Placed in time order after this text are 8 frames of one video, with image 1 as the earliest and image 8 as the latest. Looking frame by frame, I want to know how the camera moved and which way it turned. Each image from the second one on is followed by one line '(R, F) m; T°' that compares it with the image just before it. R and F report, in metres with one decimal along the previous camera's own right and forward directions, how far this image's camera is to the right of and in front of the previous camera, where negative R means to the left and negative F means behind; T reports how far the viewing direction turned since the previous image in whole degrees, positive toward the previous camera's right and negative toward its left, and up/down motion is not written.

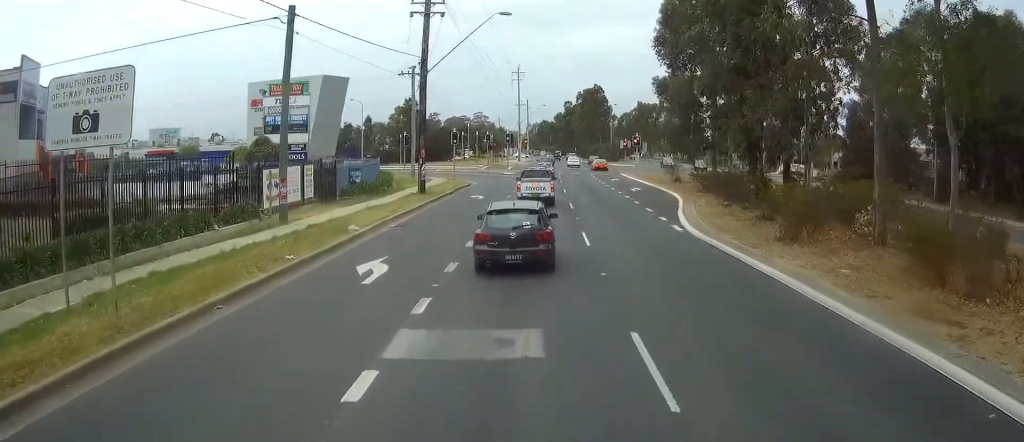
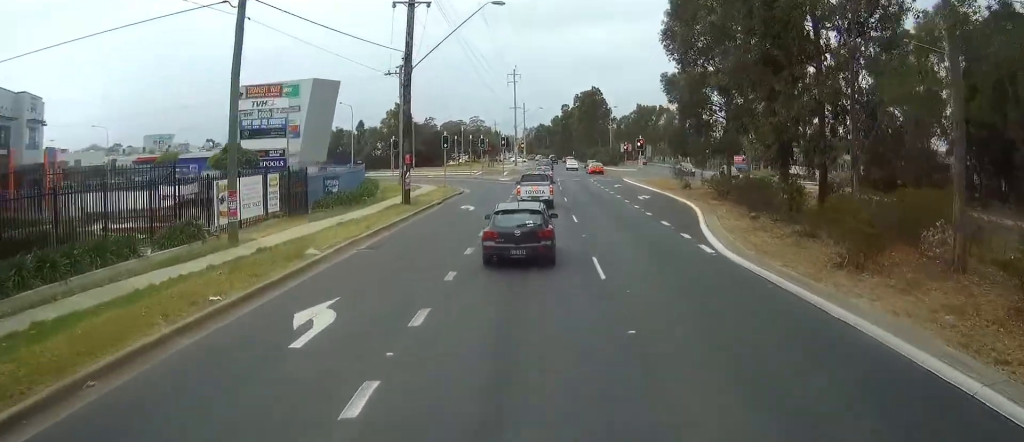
(0.0, +4.4) m; 0°
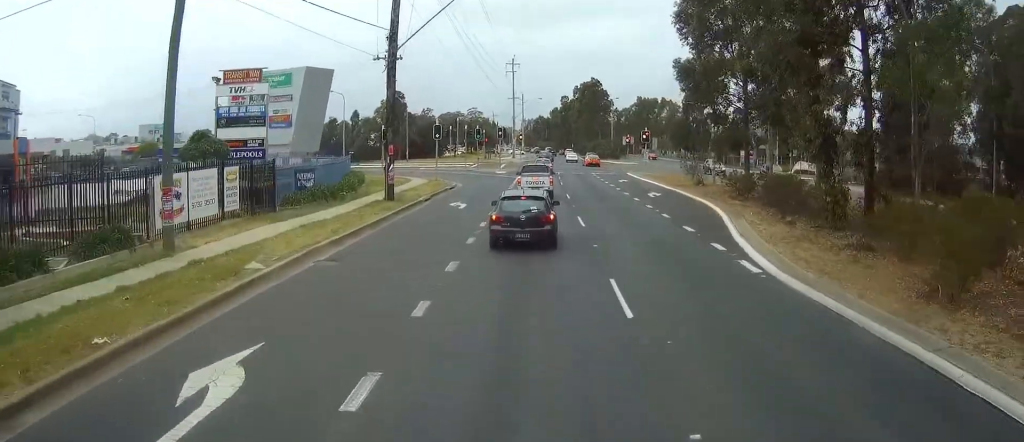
(0.0, +3.7) m; +1°
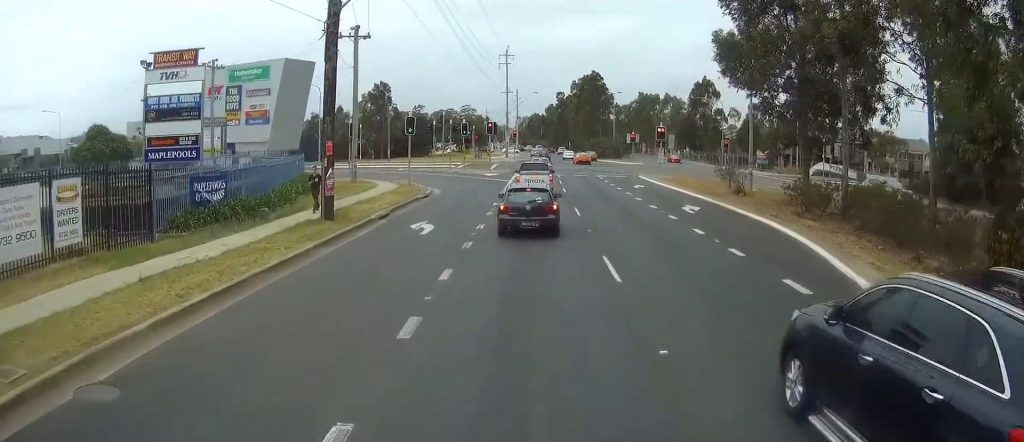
(+0.4, +9.6) m; +2°
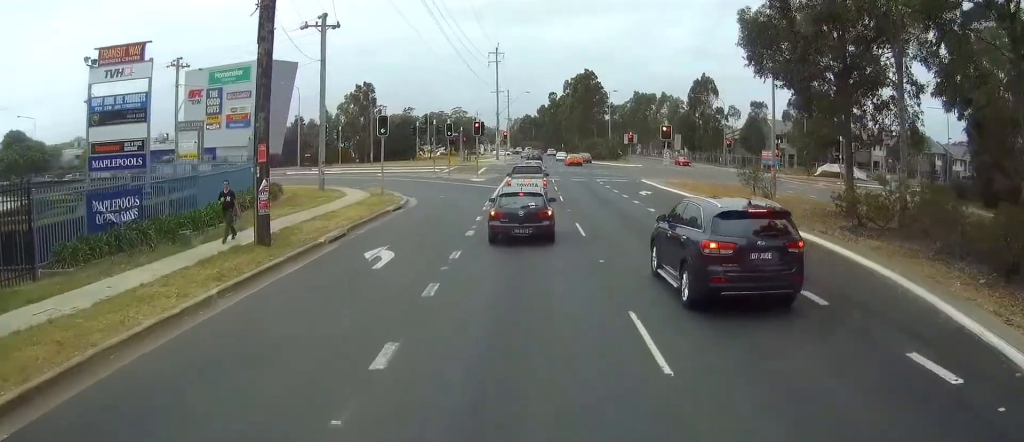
(-0.1, +5.2) m; -1°
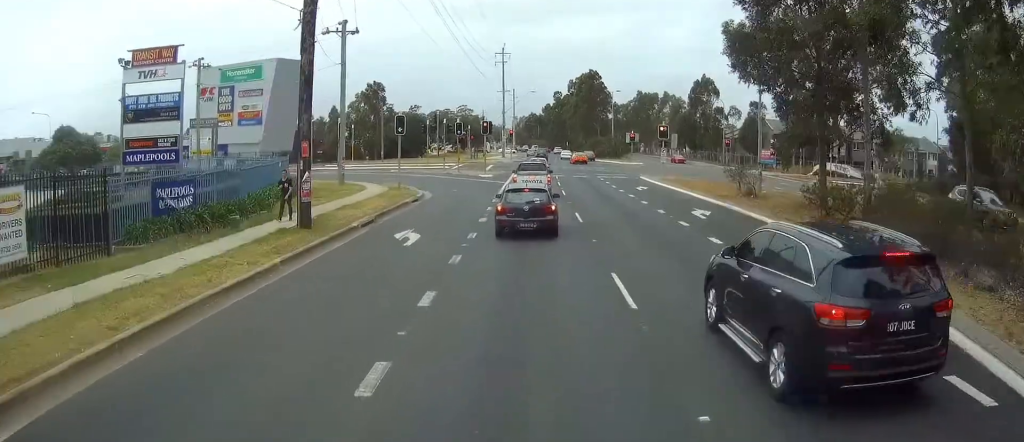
(0.0, +2.3) m; 0°
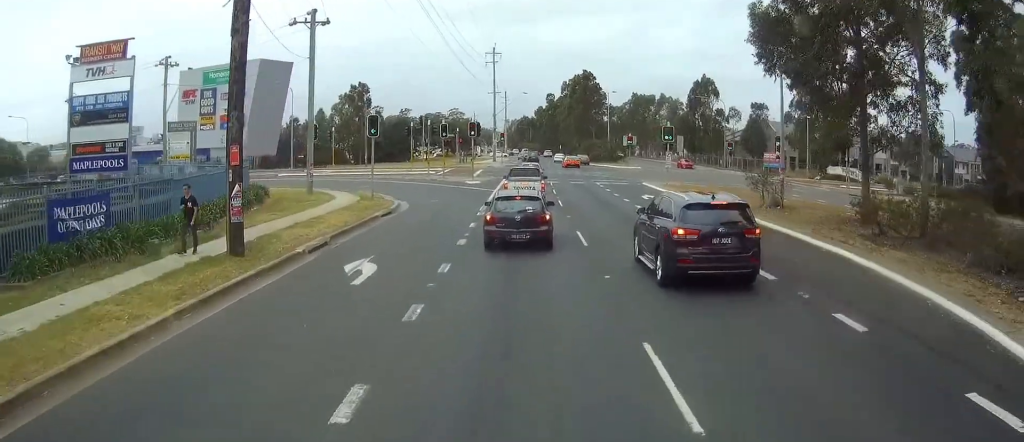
(0.0, +4.6) m; 0°
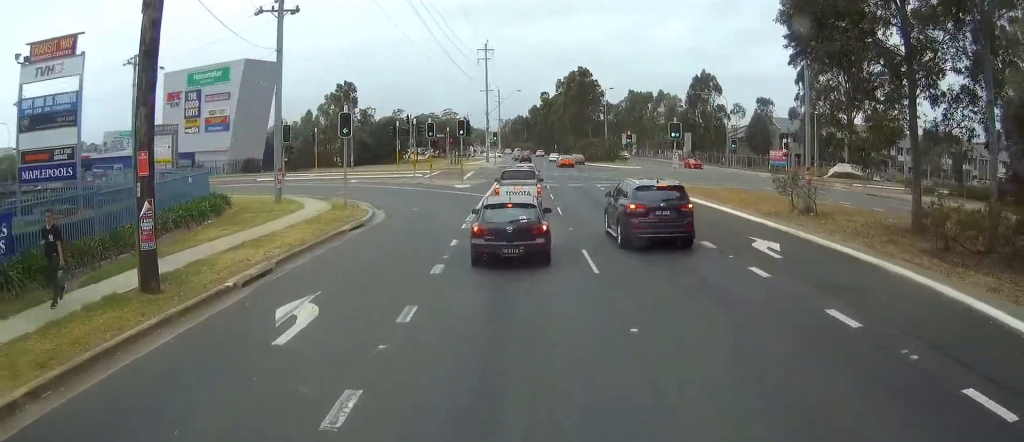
(0.0, +4.0) m; 0°
